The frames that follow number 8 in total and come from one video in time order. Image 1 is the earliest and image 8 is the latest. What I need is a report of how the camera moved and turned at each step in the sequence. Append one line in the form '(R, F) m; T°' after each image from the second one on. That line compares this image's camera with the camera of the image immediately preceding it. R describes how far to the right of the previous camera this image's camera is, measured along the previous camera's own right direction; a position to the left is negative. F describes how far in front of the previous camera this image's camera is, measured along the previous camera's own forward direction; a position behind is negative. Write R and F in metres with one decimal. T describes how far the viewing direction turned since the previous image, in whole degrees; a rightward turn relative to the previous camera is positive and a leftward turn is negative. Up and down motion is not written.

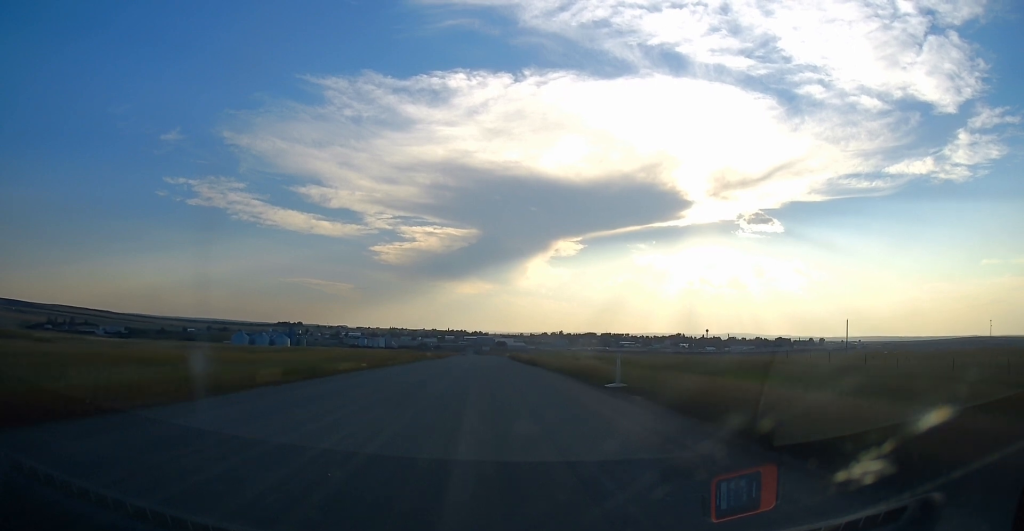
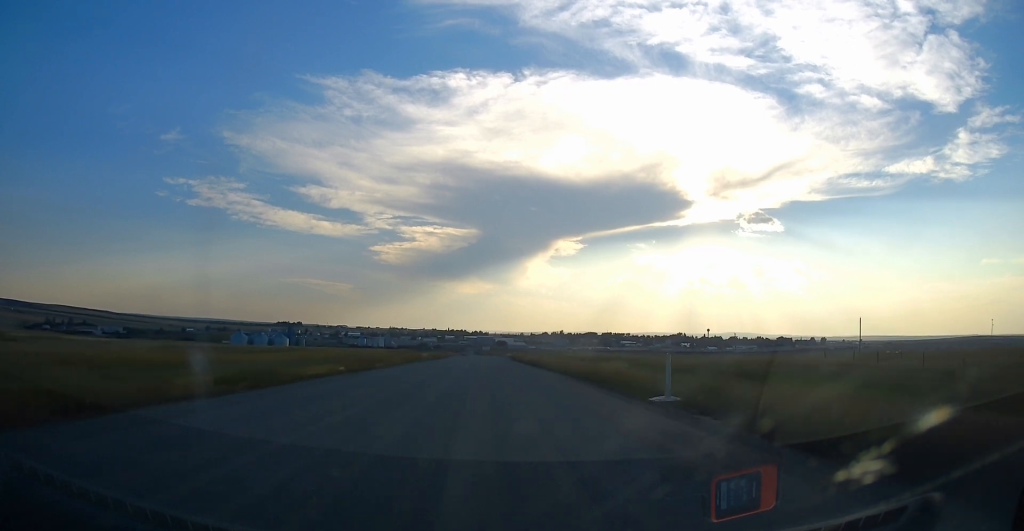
(+0.1, +7.0) m; +1°
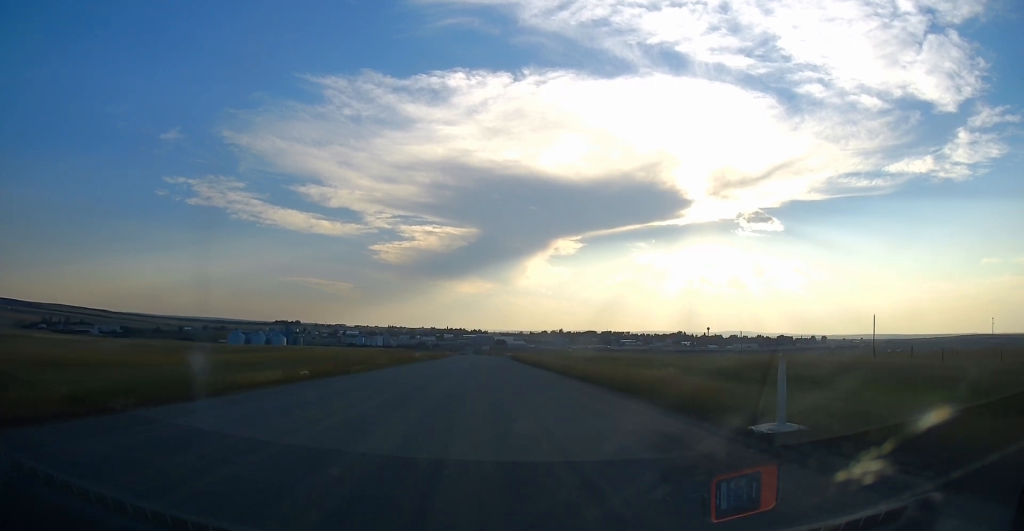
(0.0, +7.4) m; 0°
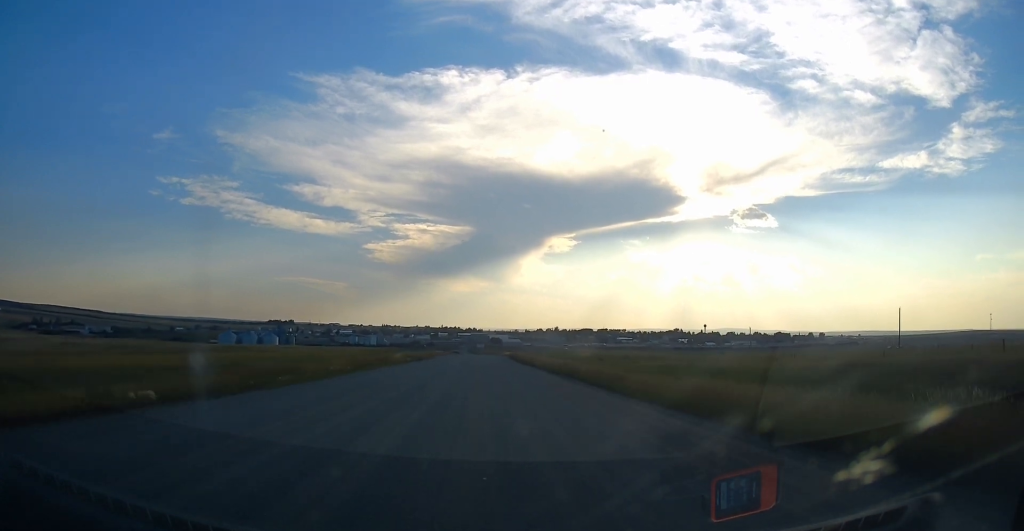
(0.0, +13.8) m; 0°
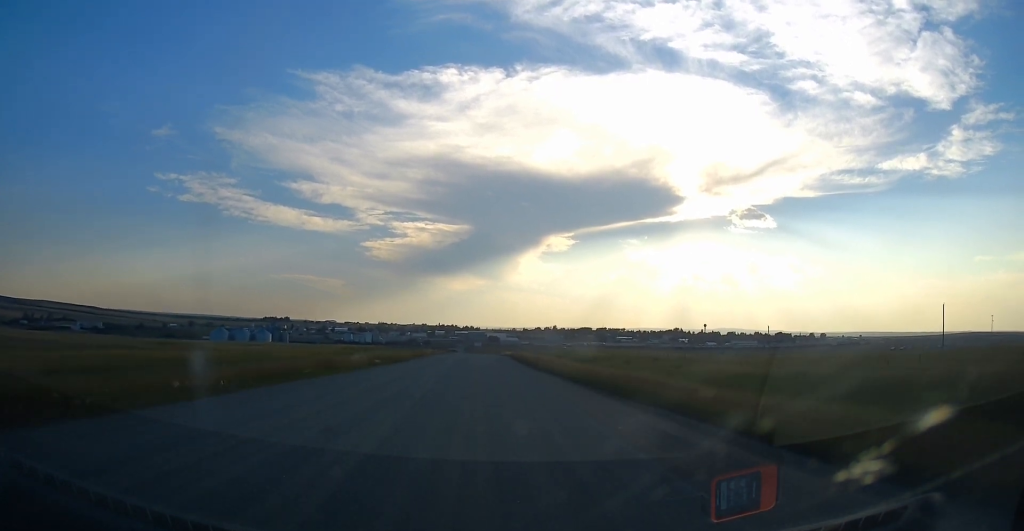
(0.0, +18.4) m; 0°
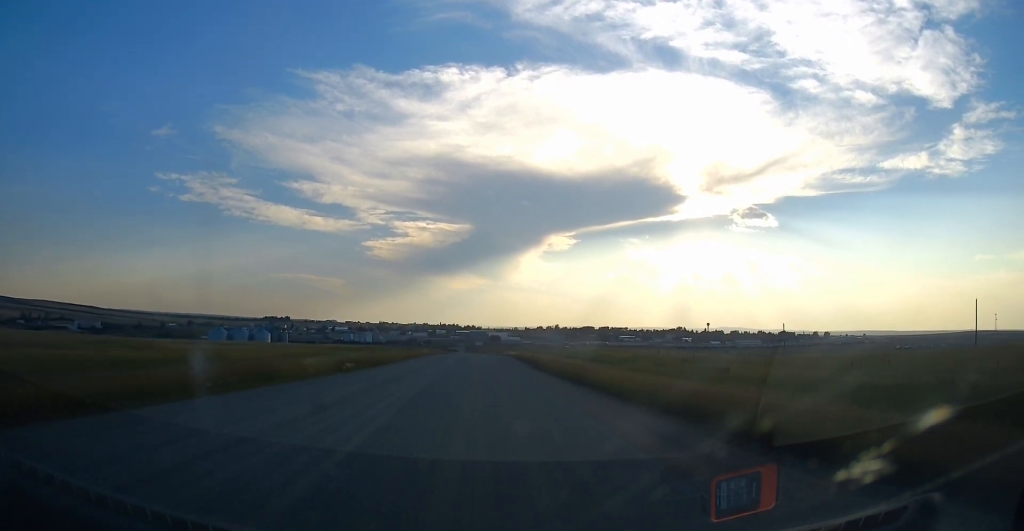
(0.0, +11.0) m; 0°
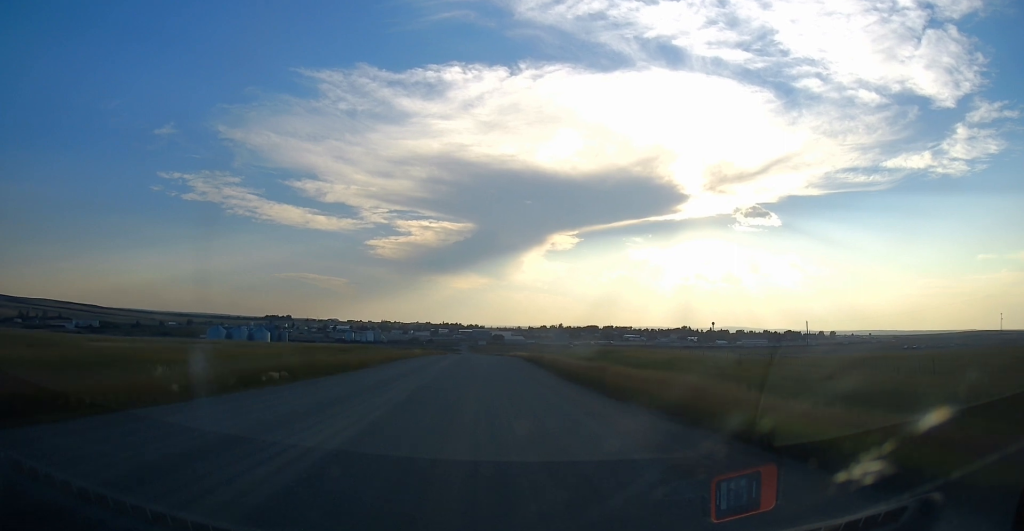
(0.0, +14.6) m; 0°
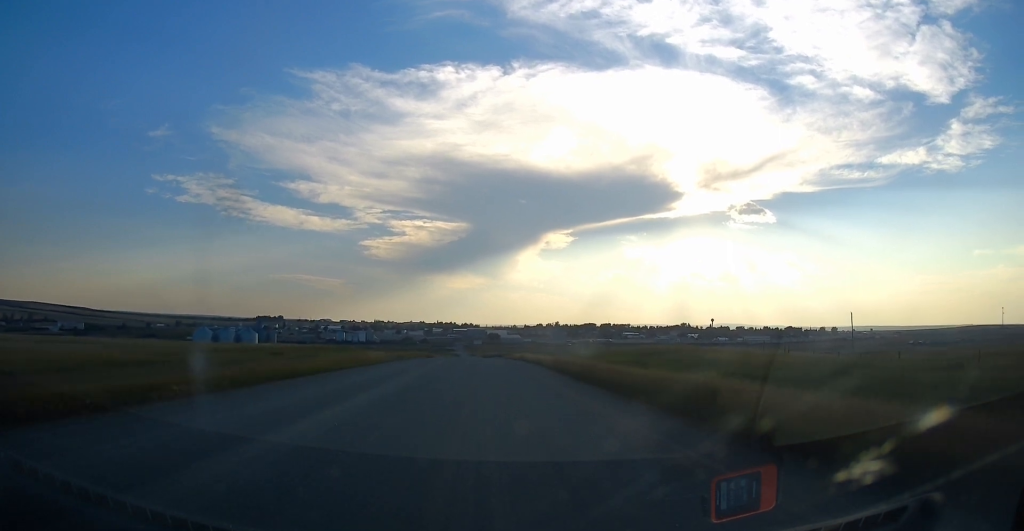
(0.0, +29.6) m; 0°
